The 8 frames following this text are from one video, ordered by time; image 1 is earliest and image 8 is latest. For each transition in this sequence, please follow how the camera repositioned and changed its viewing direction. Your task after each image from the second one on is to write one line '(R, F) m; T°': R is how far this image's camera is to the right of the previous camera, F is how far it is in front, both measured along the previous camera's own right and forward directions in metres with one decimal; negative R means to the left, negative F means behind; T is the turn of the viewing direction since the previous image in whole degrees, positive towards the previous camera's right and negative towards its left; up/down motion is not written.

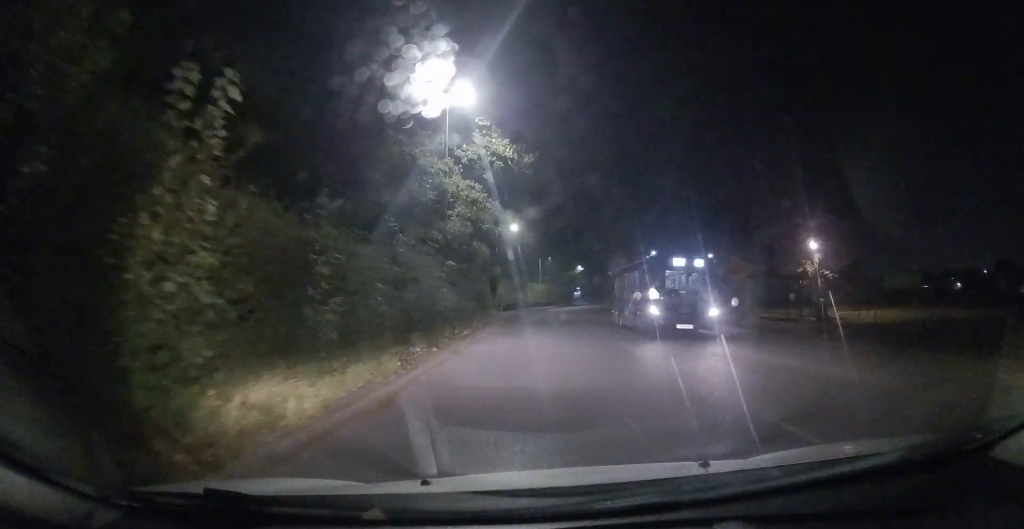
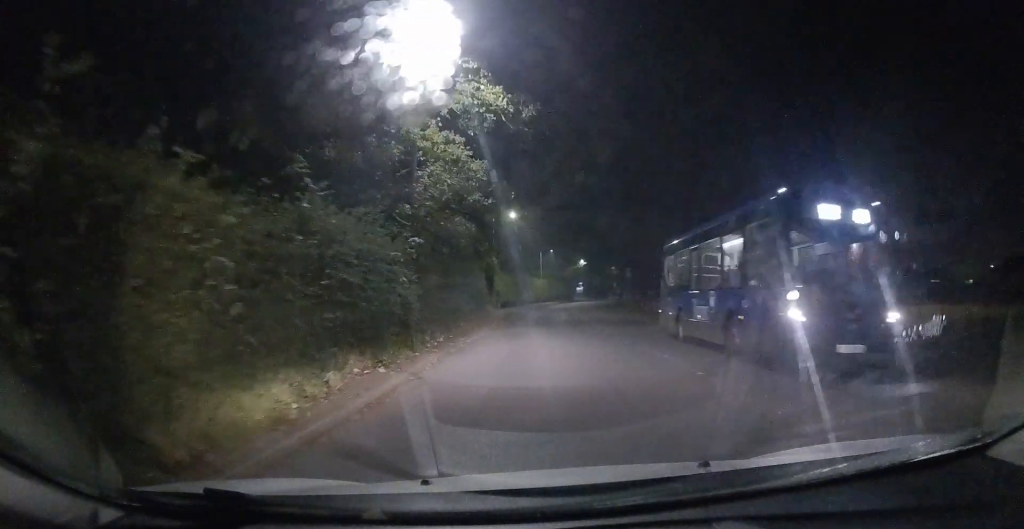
(+0.1, +4.9) m; 0°
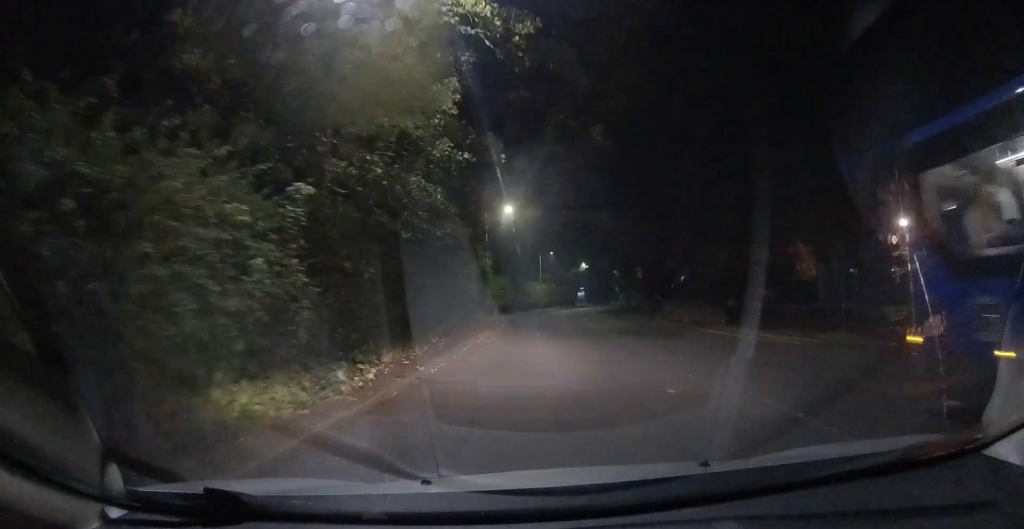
(0.0, +5.6) m; 0°
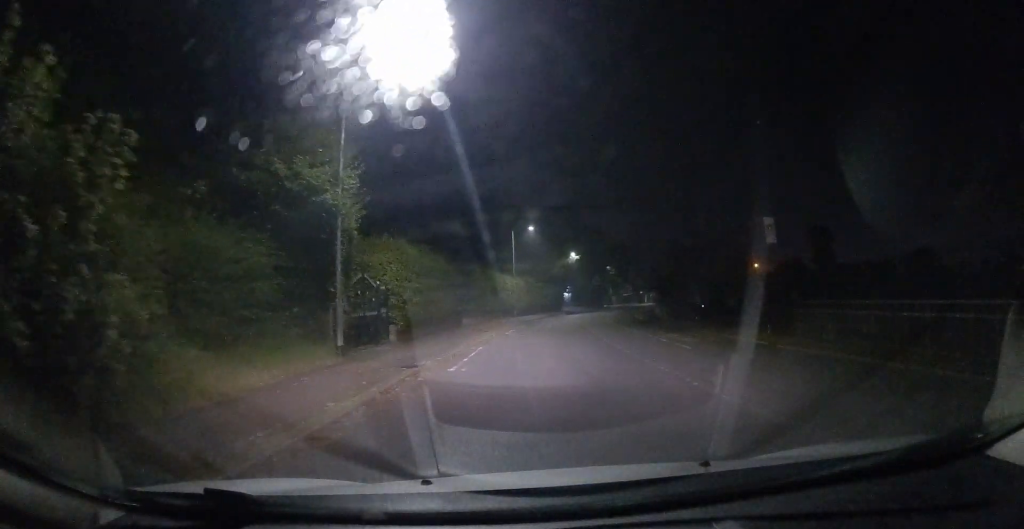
(+0.3, +28.2) m; +2°
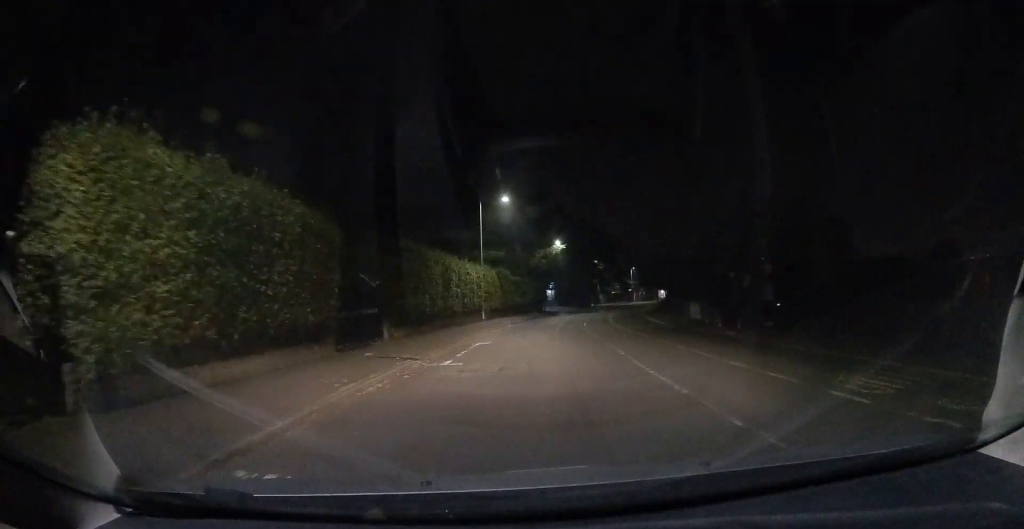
(0.0, +12.6) m; +1°
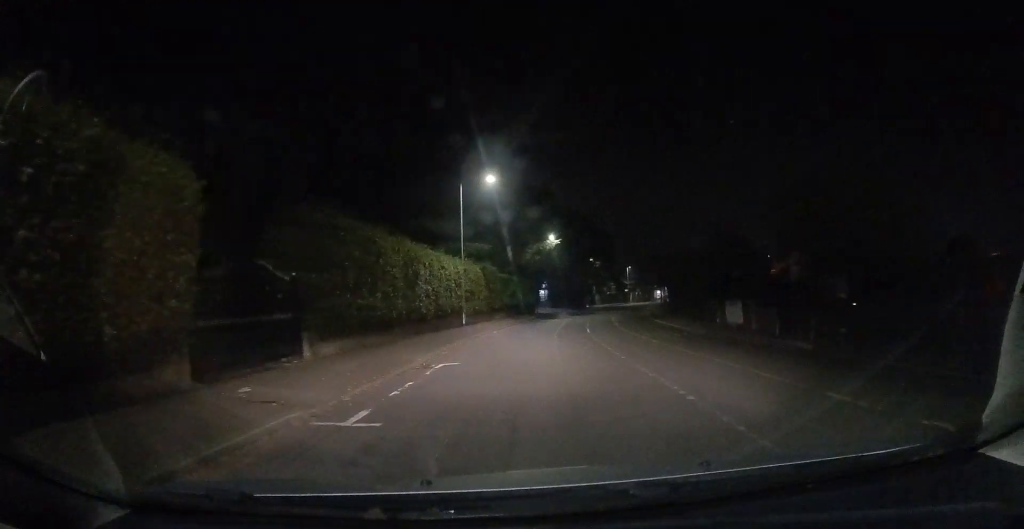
(0.0, +5.7) m; +1°
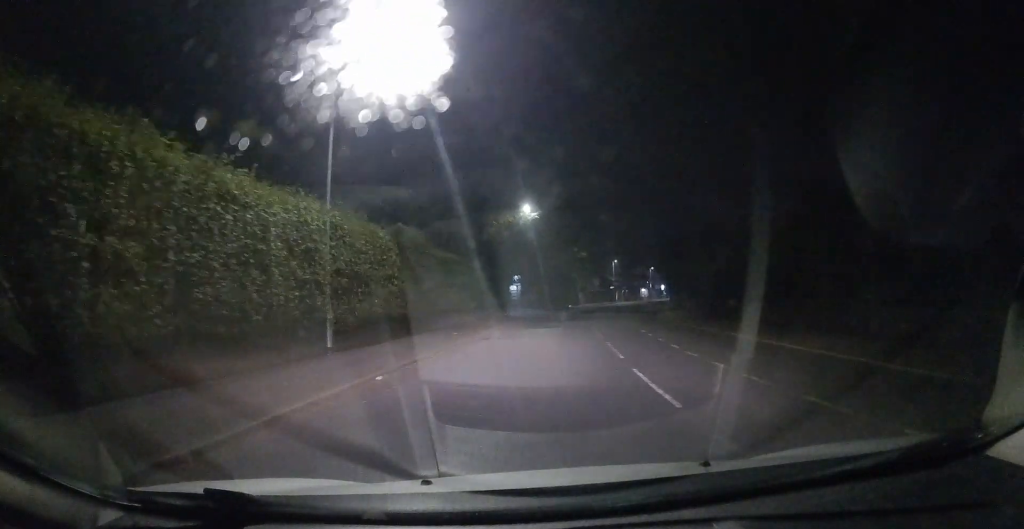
(+0.6, +16.1) m; +4°
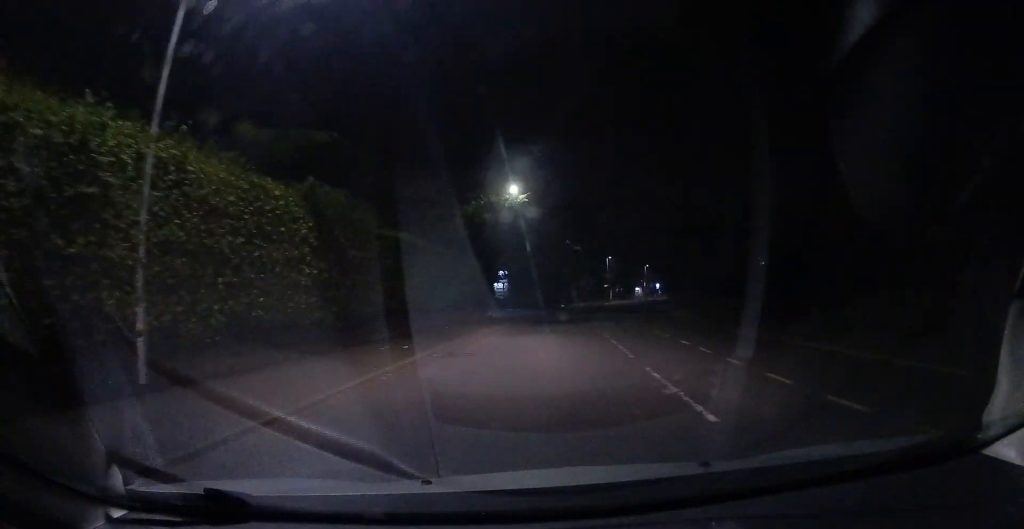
(+0.1, +6.2) m; +1°
